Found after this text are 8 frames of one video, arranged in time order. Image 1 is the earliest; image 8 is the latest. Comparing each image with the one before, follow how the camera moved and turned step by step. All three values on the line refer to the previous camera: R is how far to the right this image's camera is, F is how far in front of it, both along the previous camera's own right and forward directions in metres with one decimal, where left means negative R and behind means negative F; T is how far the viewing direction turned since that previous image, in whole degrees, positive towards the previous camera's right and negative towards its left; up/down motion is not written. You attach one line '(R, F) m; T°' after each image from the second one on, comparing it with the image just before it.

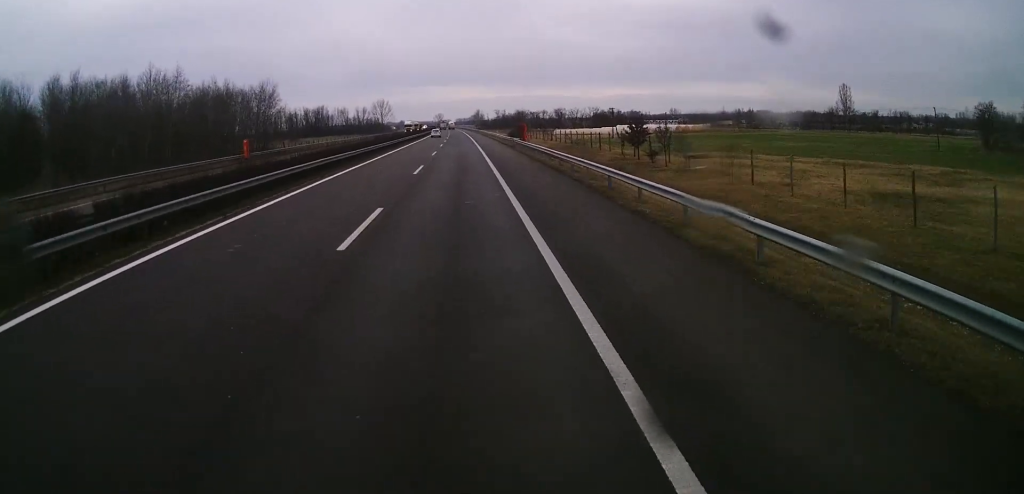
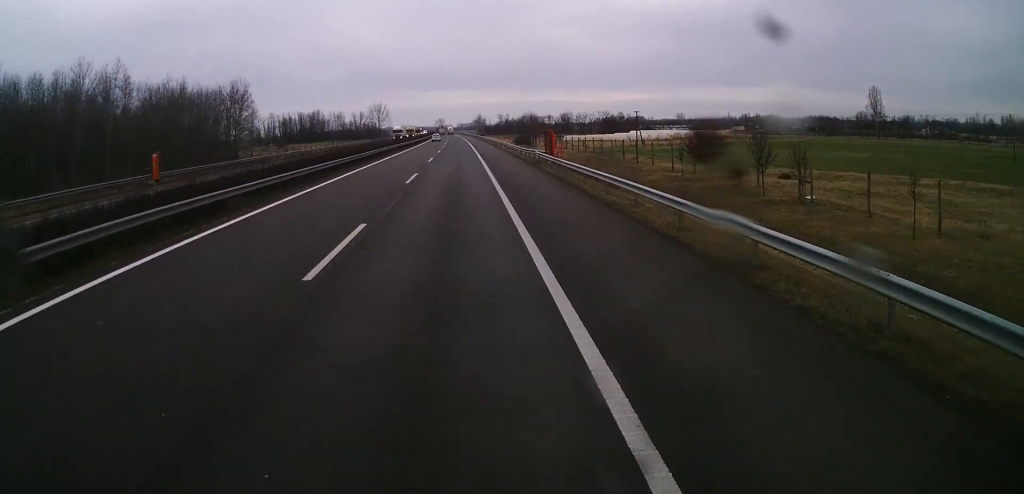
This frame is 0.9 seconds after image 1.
(+0.1, +20.2) m; 0°
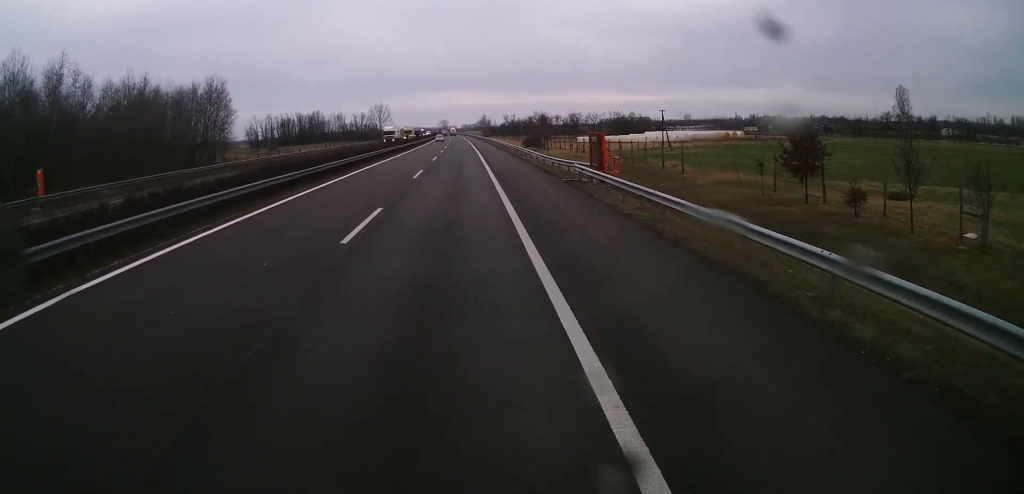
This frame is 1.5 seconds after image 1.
(-0.1, +14.7) m; 0°
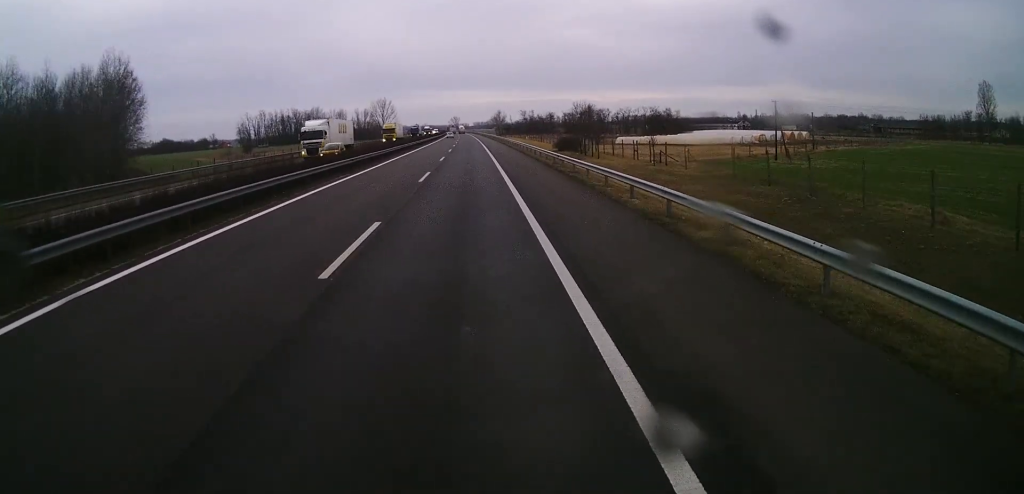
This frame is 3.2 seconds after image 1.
(+0.1, +39.4) m; 0°
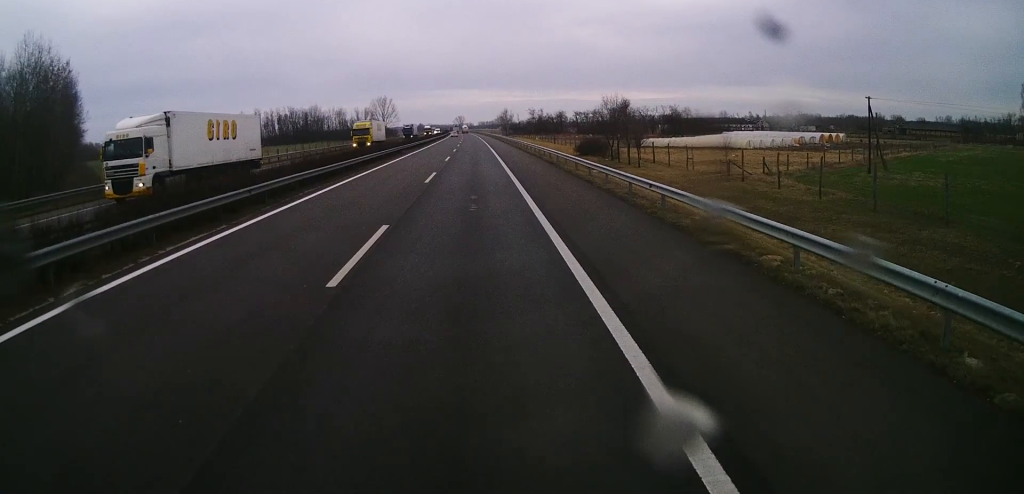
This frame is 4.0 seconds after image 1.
(0.0, +18.6) m; -1°
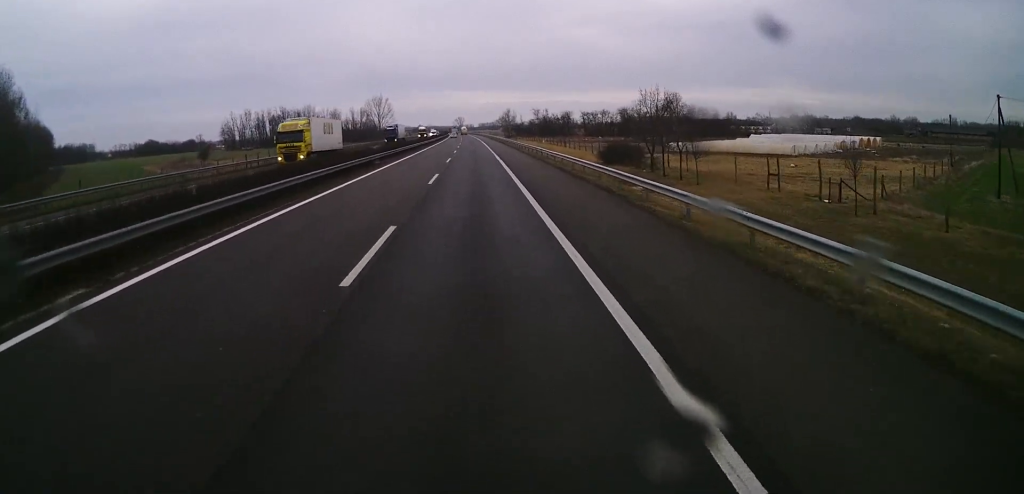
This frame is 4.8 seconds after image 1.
(-0.3, +17.7) m; -1°
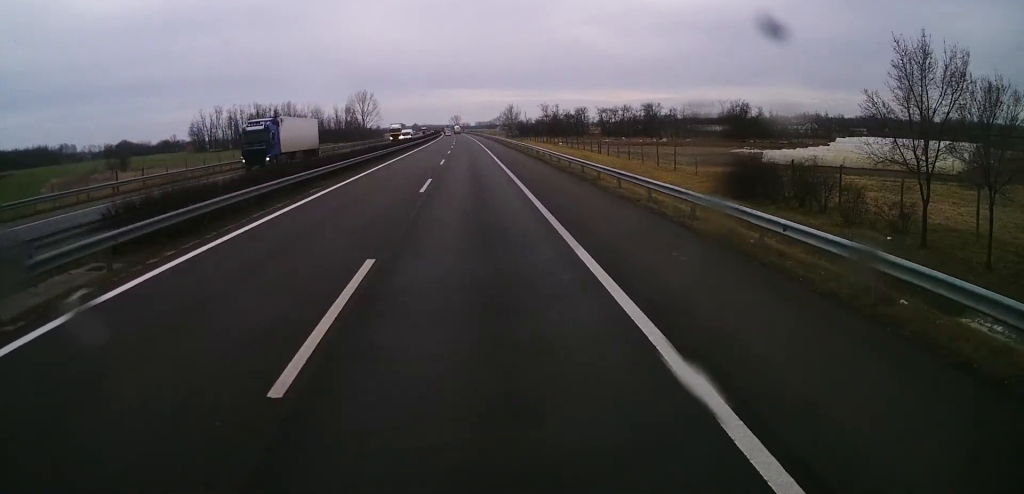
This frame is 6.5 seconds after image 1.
(-0.3, +40.1) m; 0°
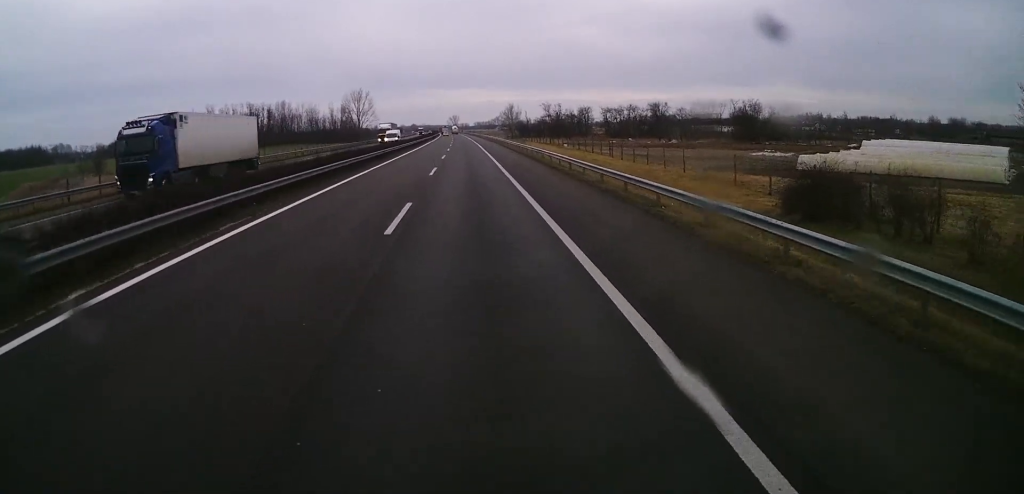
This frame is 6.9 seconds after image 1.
(0.0, +9.3) m; 0°
